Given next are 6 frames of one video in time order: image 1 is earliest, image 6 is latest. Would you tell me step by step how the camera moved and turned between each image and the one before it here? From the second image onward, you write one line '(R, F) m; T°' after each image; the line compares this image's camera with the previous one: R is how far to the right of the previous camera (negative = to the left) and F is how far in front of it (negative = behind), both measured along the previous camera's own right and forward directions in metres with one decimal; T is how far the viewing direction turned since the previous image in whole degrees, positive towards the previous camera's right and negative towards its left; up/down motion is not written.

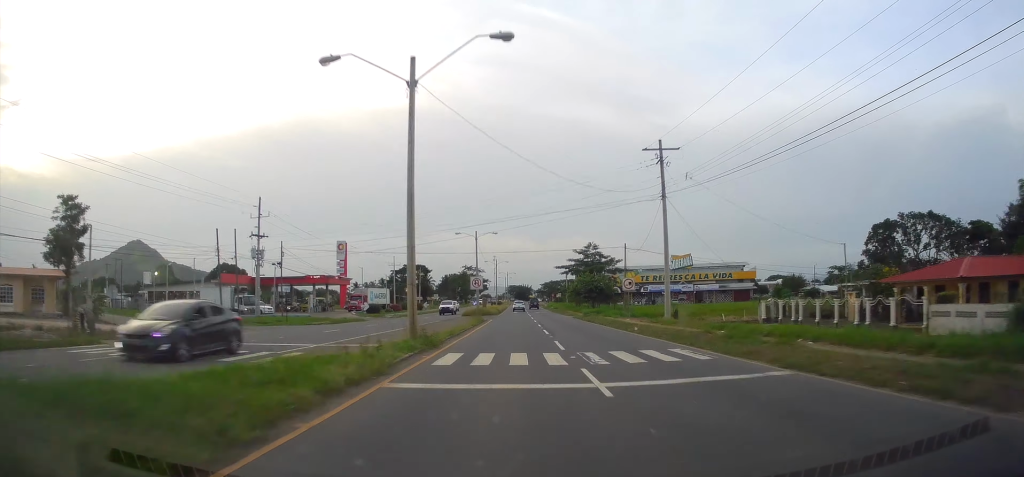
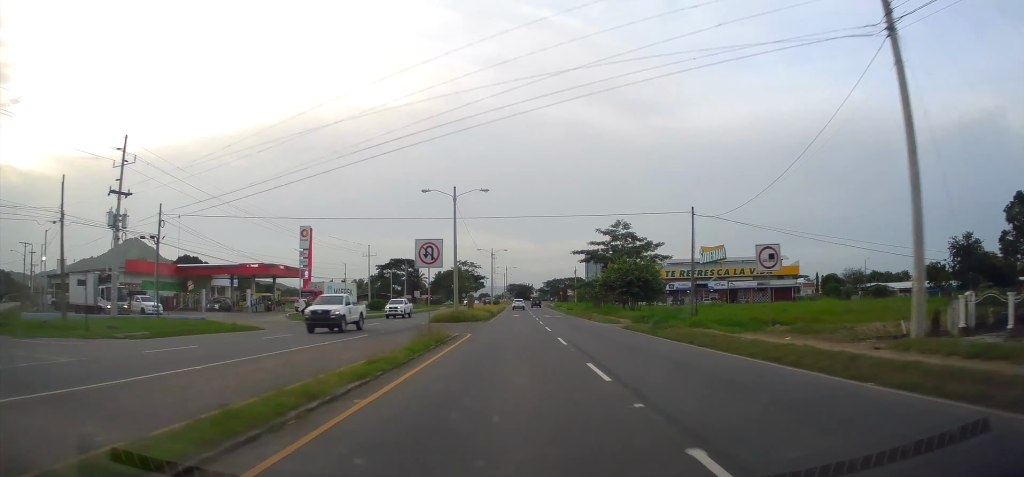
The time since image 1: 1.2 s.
(0.0, +24.3) m; -1°
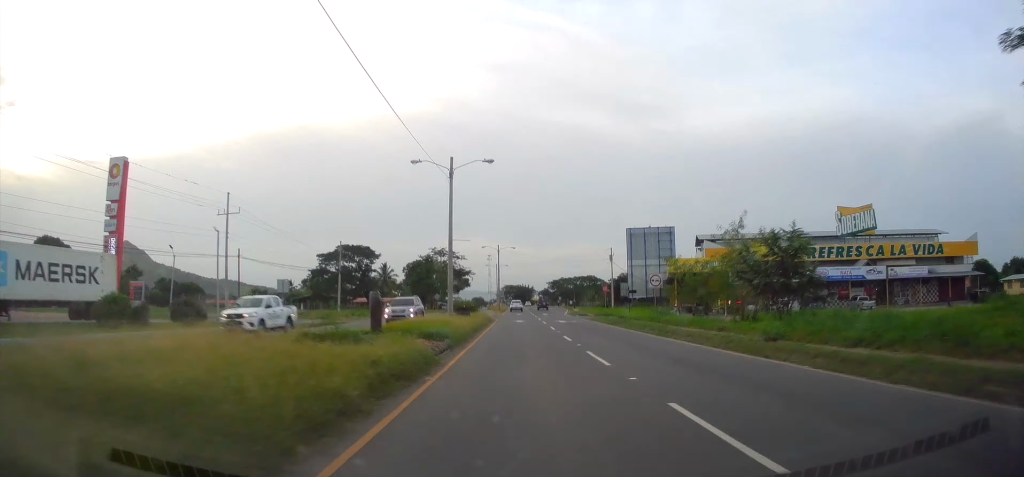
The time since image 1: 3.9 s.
(-0.6, +57.7) m; 0°
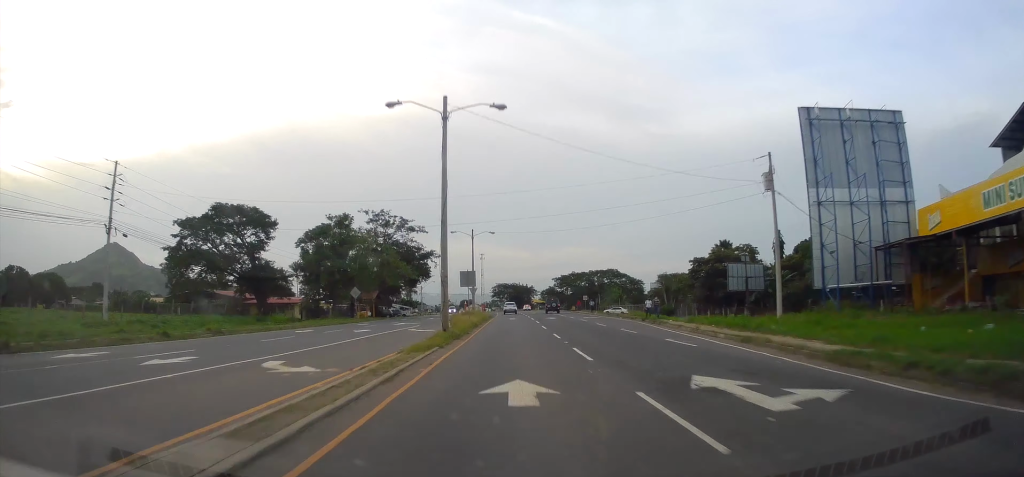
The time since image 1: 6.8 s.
(+0.7, +60.1) m; +1°
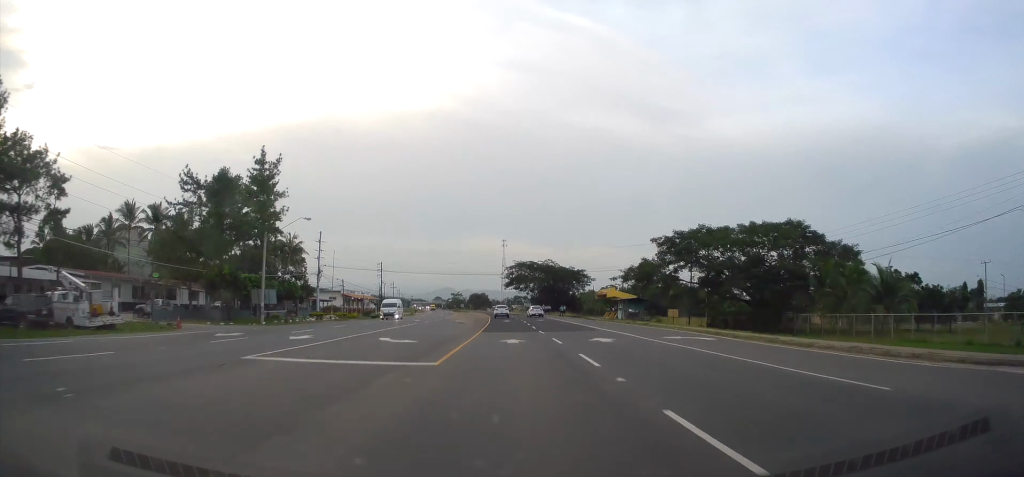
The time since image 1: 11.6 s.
(-0.9, +104.3) m; -2°
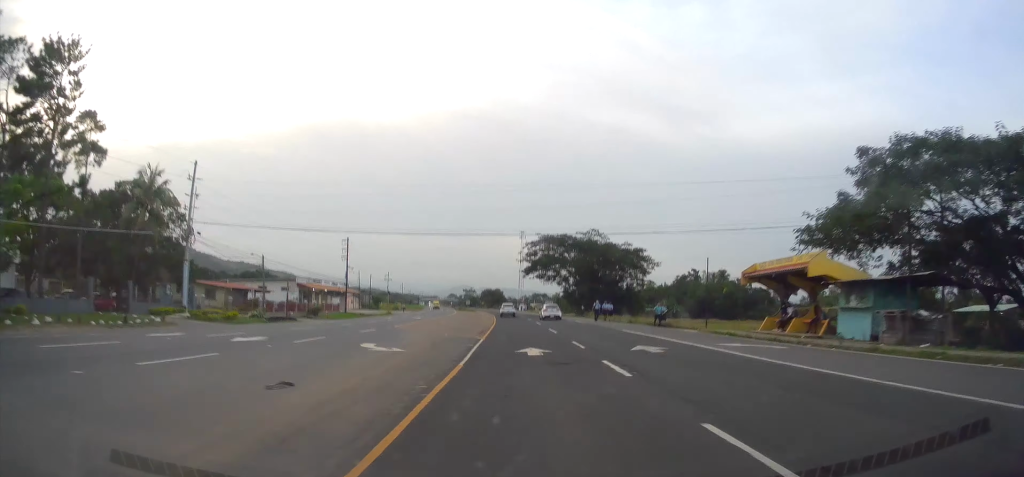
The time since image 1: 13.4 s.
(0.0, +40.0) m; -2°
